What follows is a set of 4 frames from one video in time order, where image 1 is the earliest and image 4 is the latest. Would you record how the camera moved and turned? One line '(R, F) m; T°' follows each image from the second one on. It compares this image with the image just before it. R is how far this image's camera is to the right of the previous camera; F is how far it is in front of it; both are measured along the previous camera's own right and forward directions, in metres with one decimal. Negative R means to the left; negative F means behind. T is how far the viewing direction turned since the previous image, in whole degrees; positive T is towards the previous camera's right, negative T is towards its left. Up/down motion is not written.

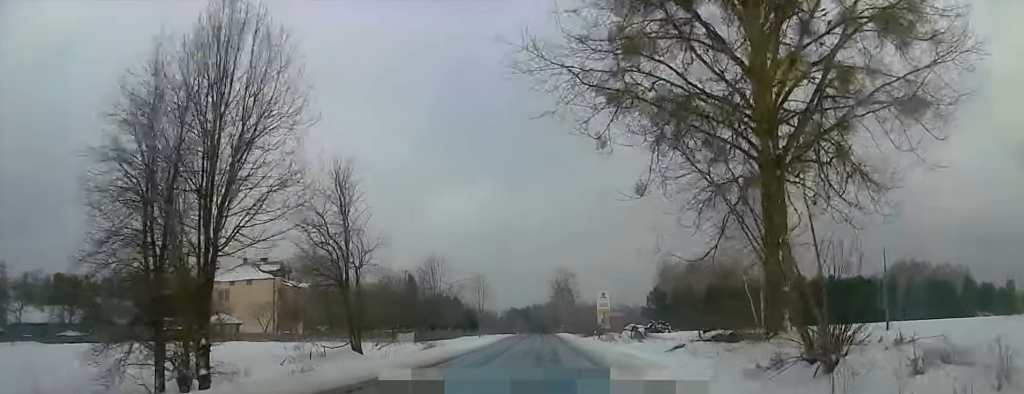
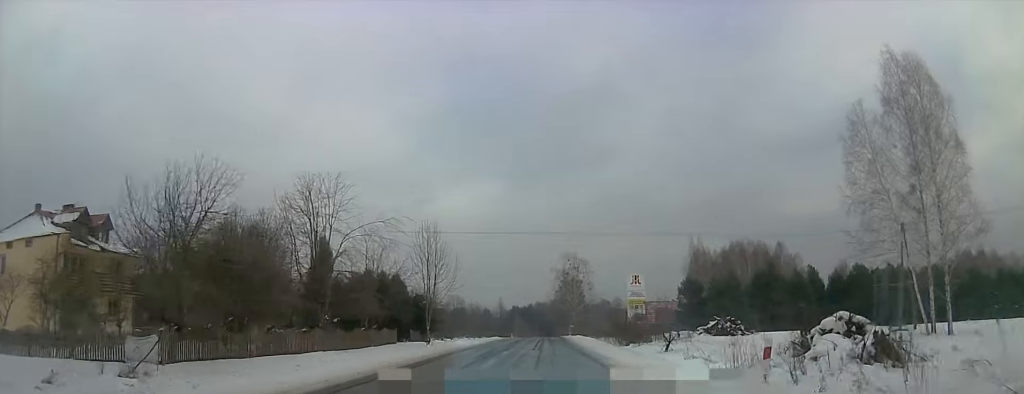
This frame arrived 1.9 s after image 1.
(0.0, +39.4) m; 0°
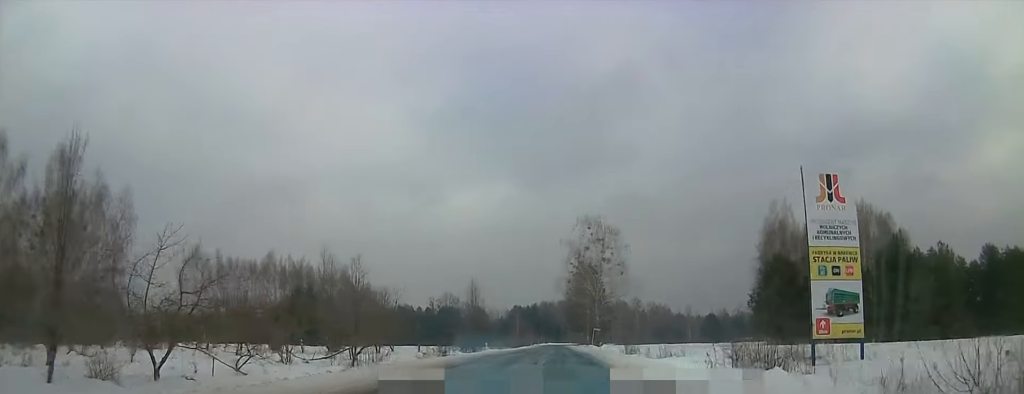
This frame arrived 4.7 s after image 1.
(-0.1, +54.5) m; 0°
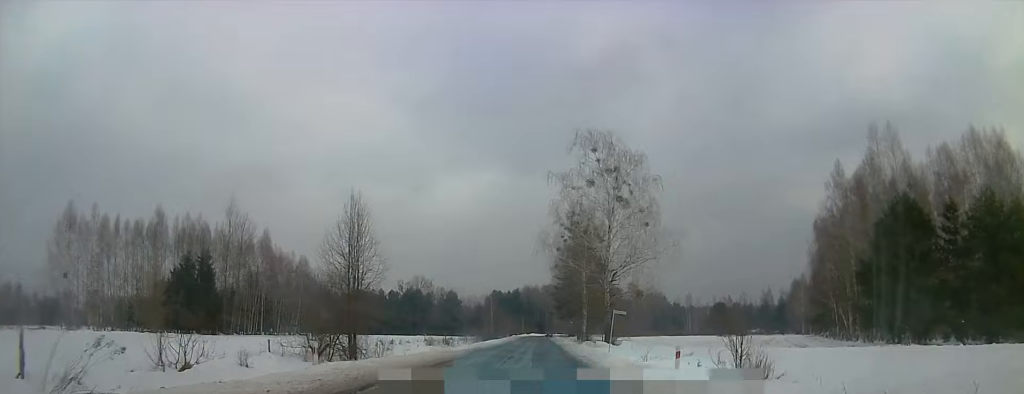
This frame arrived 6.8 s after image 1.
(0.0, +39.1) m; 0°
